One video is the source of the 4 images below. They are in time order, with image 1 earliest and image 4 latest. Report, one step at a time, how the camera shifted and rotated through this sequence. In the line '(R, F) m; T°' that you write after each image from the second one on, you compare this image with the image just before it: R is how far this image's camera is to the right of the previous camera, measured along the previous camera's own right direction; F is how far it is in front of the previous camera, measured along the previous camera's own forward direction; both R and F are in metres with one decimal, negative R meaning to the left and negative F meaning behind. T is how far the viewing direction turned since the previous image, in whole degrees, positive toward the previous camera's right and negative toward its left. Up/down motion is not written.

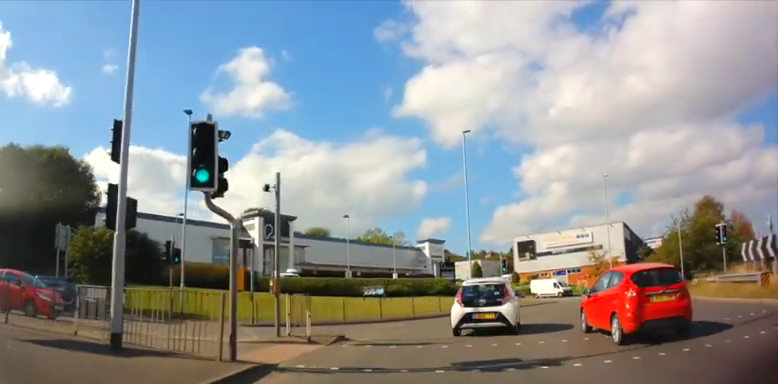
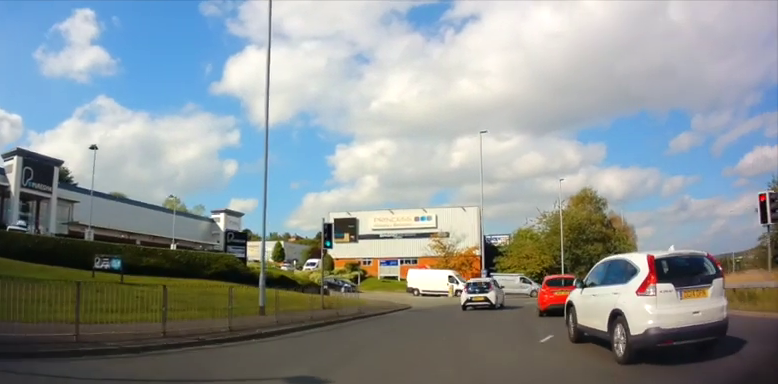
(+2.4, +17.6) m; +17°
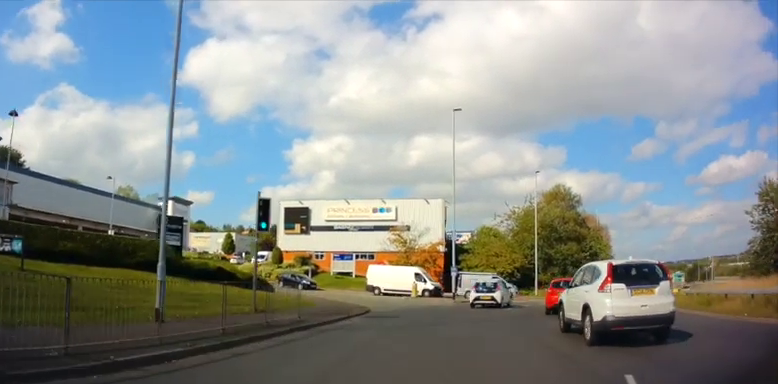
(+0.2, +4.0) m; +6°
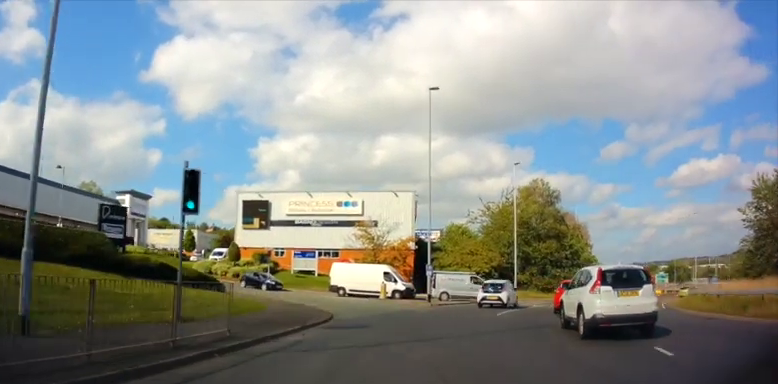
(+0.1, +3.4) m; +4°
